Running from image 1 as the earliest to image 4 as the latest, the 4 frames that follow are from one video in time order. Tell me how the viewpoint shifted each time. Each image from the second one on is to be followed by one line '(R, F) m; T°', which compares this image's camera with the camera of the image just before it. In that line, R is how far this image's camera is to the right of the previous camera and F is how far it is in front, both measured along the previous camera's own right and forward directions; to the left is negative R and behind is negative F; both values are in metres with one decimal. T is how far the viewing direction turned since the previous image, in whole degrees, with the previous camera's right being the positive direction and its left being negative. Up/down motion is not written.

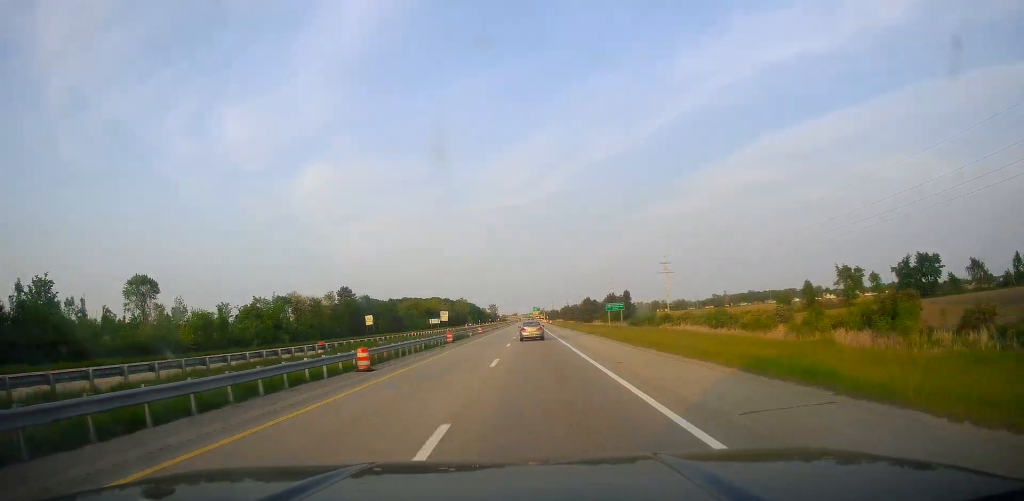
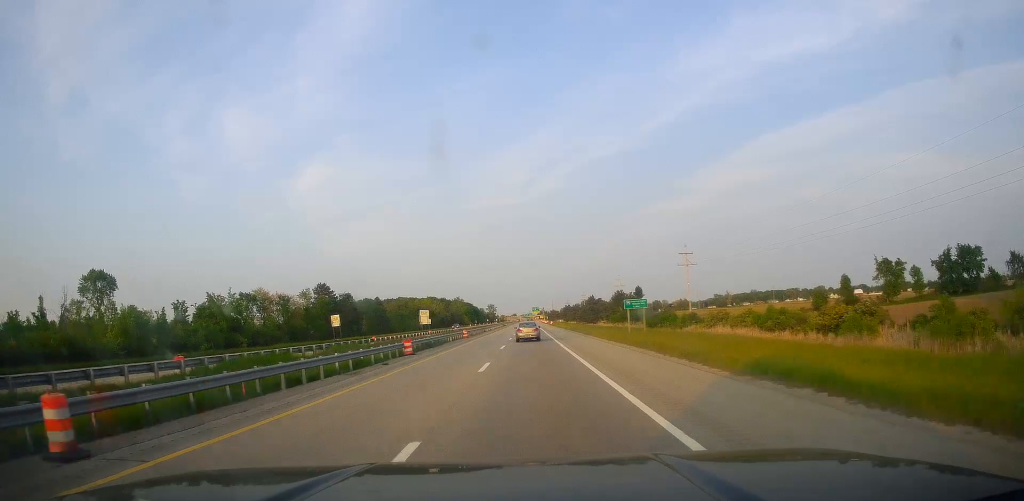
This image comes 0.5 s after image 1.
(0.0, +16.8) m; 0°
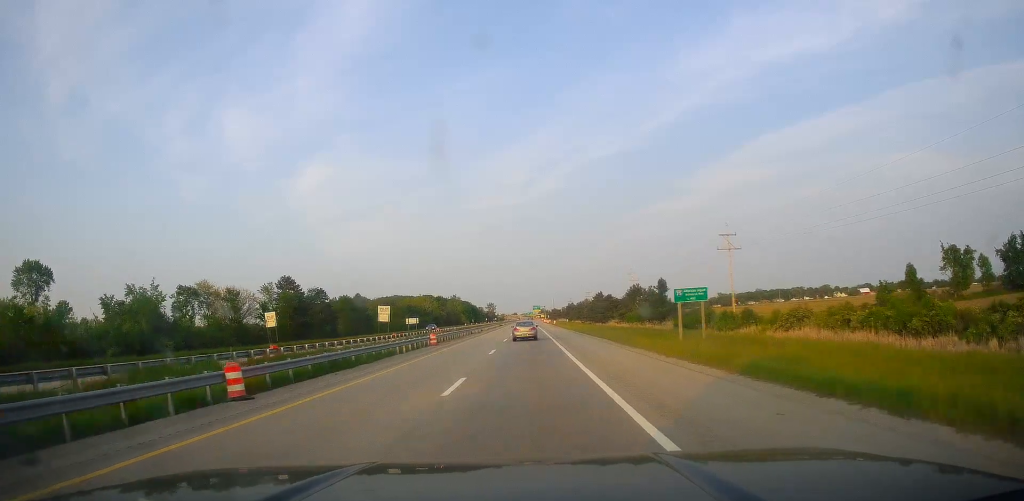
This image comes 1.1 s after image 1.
(0.0, +21.5) m; 0°
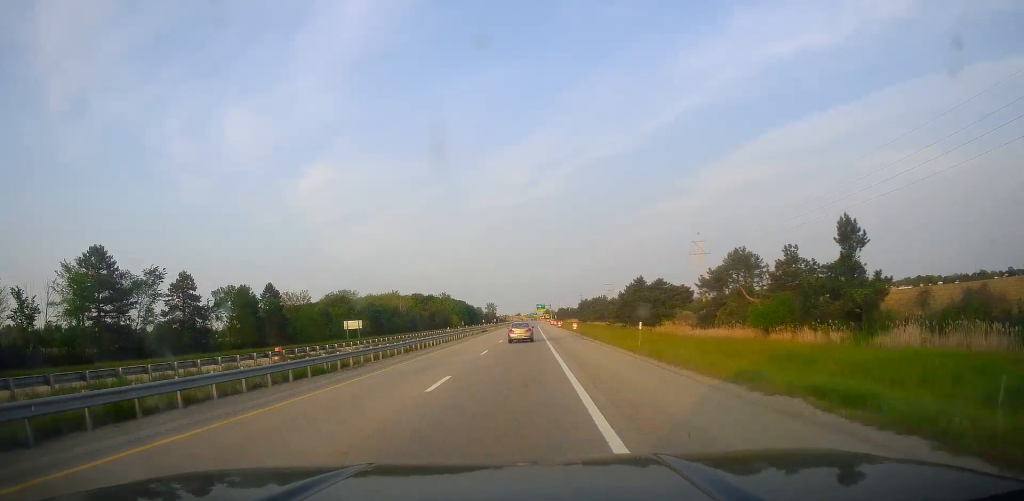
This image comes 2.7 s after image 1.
(0.0, +59.6) m; 0°
